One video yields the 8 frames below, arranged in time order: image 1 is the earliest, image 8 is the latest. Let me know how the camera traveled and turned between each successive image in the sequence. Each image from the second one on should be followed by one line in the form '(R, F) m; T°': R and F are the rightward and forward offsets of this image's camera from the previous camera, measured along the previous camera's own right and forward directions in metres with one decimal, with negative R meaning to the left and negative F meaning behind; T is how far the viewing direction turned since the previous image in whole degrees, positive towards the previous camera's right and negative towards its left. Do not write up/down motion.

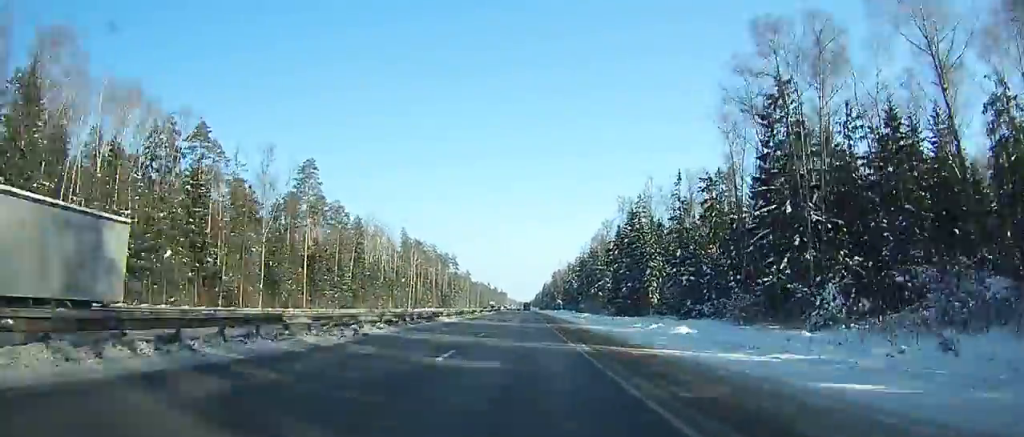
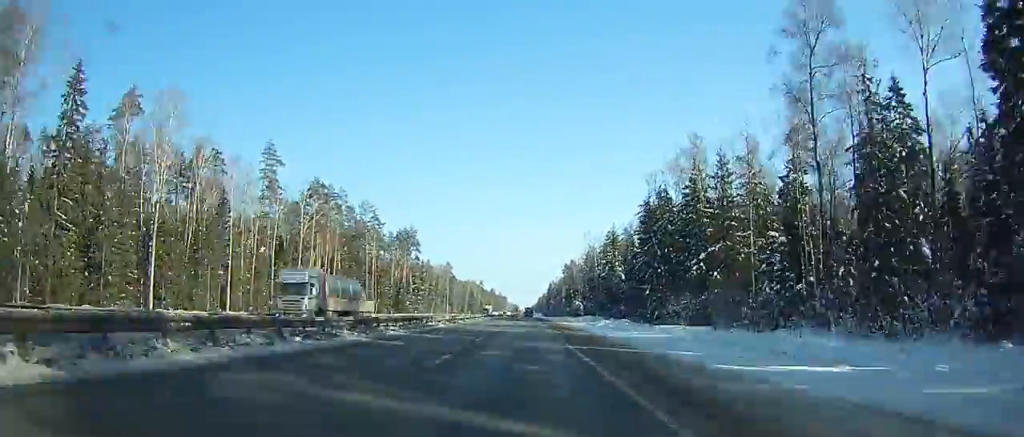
(-1.9, +126.4) m; -1°
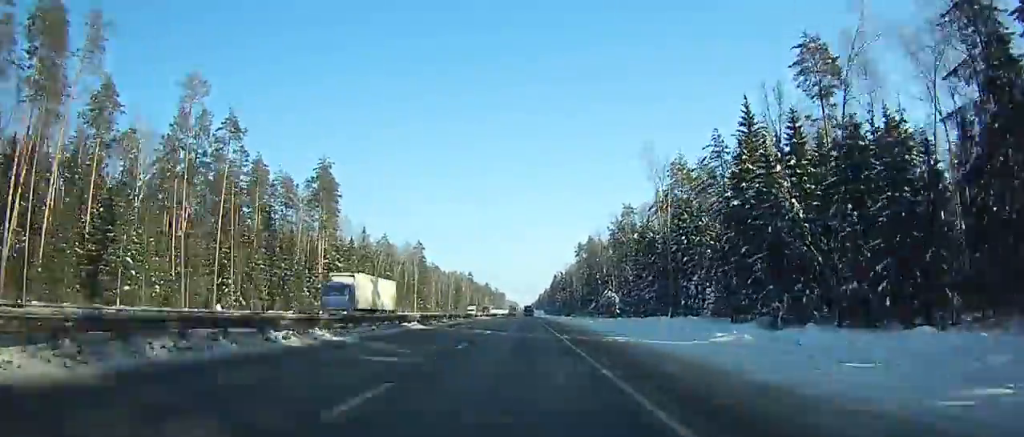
(+0.7, +91.8) m; 0°
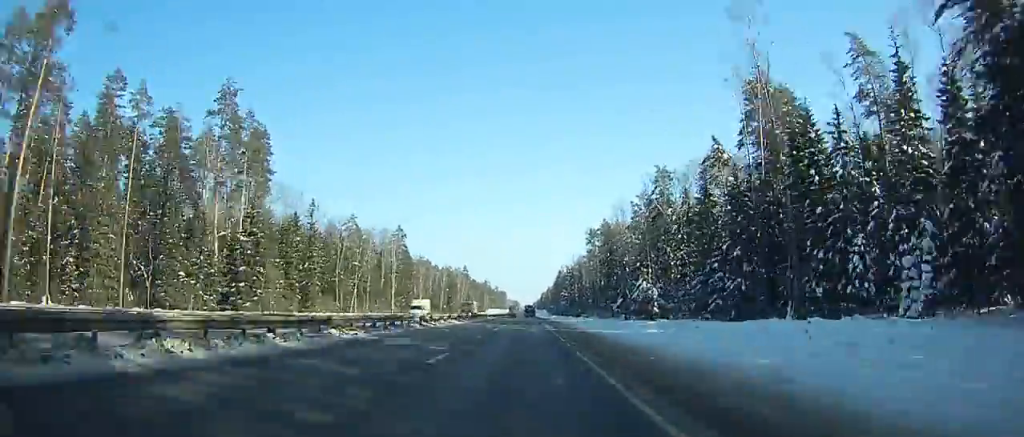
(0.0, +40.7) m; 0°
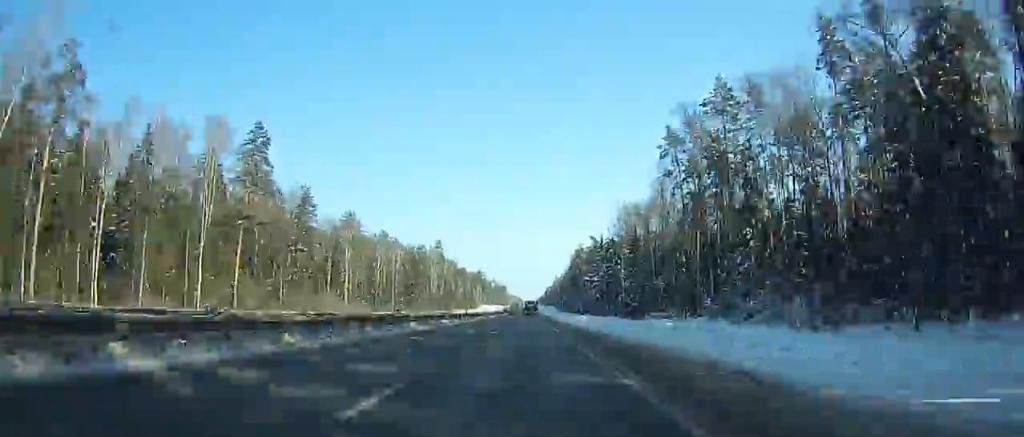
(0.0, +114.9) m; +1°
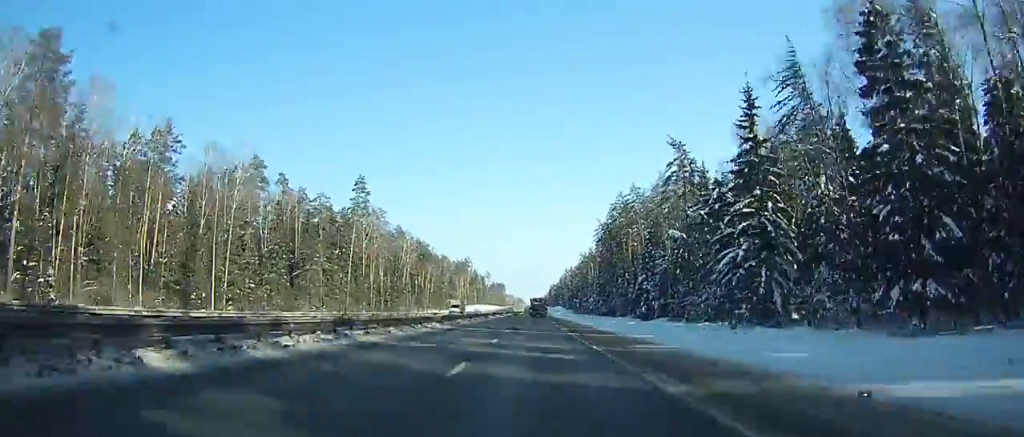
(-0.3, +116.5) m; -2°
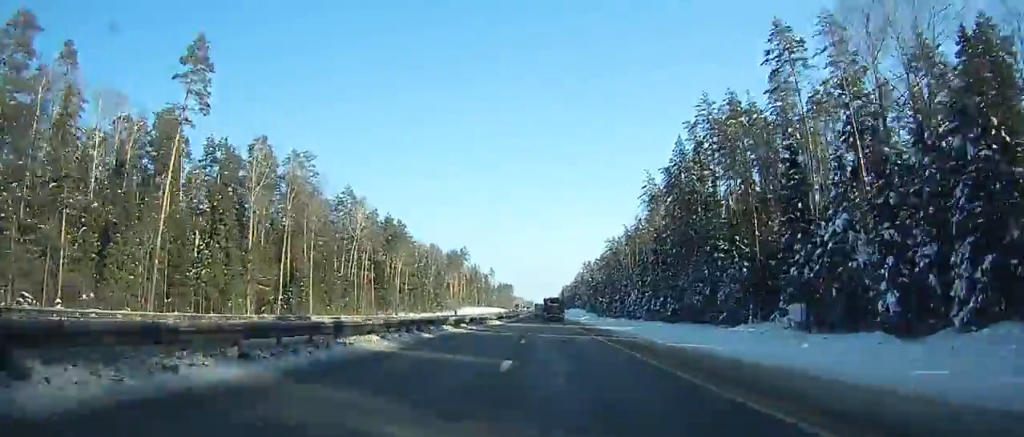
(-2.0, +71.3) m; -1°
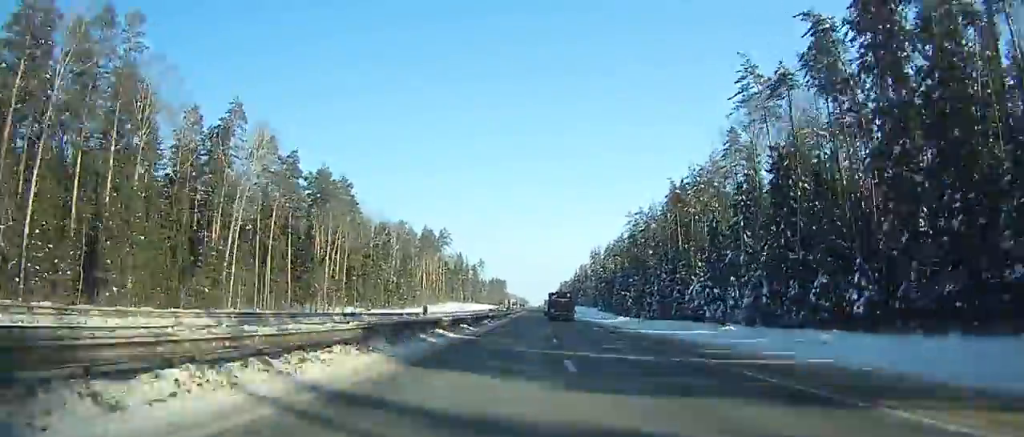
(+0.5, +60.5) m; +1°
